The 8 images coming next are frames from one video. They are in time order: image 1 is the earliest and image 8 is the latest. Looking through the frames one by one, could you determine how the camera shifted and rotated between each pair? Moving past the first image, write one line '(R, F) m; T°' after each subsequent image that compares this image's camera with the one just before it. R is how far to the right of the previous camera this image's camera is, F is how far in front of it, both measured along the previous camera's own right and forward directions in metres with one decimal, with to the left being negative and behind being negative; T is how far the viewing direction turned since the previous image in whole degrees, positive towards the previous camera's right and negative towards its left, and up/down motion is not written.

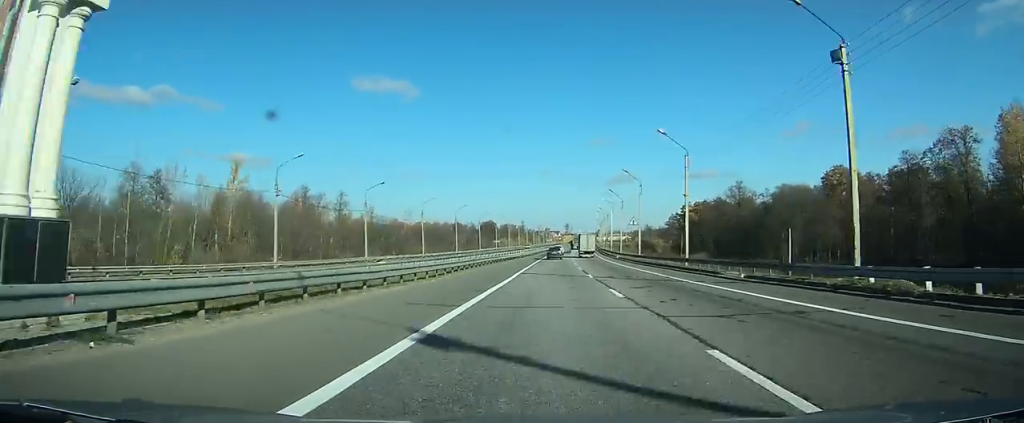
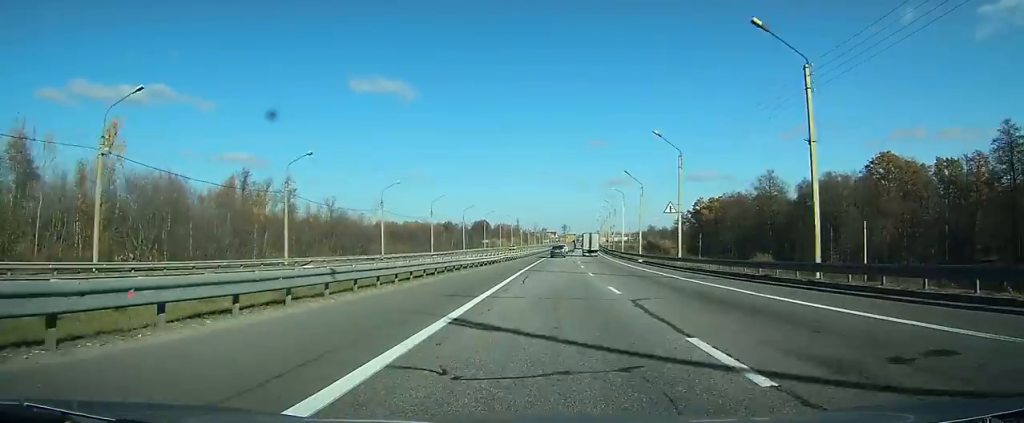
(+0.1, +22.8) m; 0°
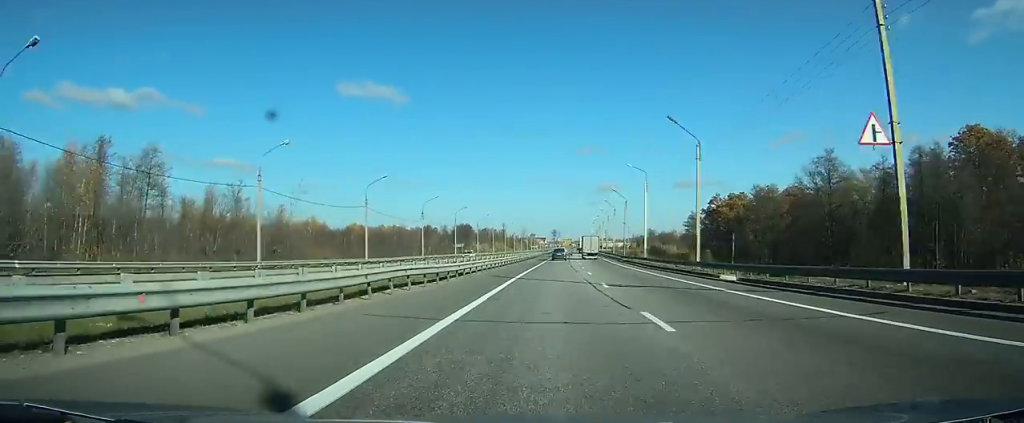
(+0.1, +31.0) m; +1°
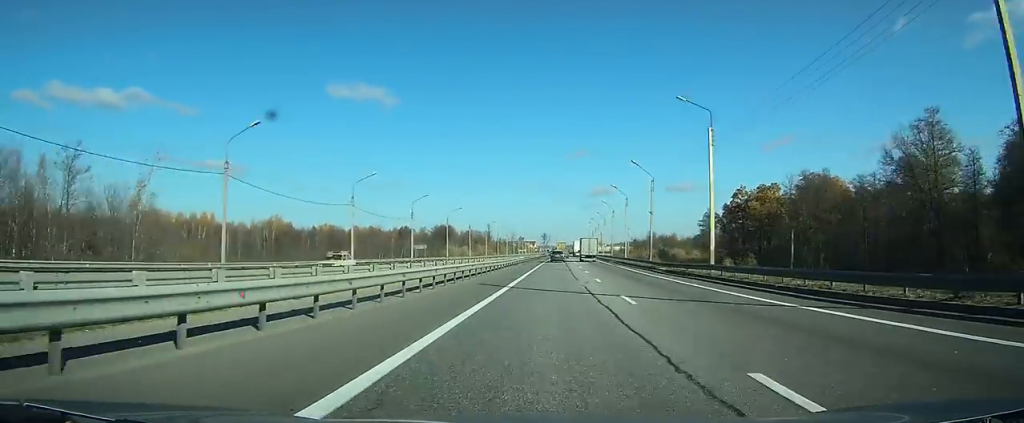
(+0.3, +29.2) m; +1°
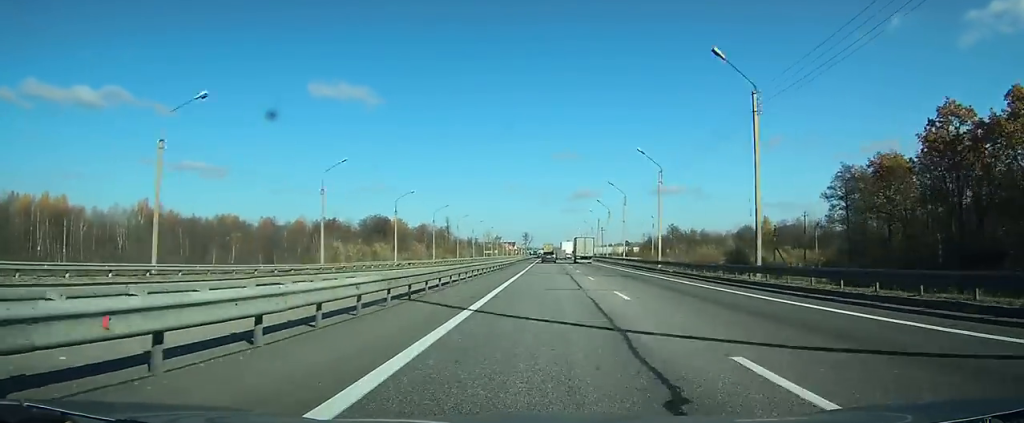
(+1.1, +82.9) m; +1°
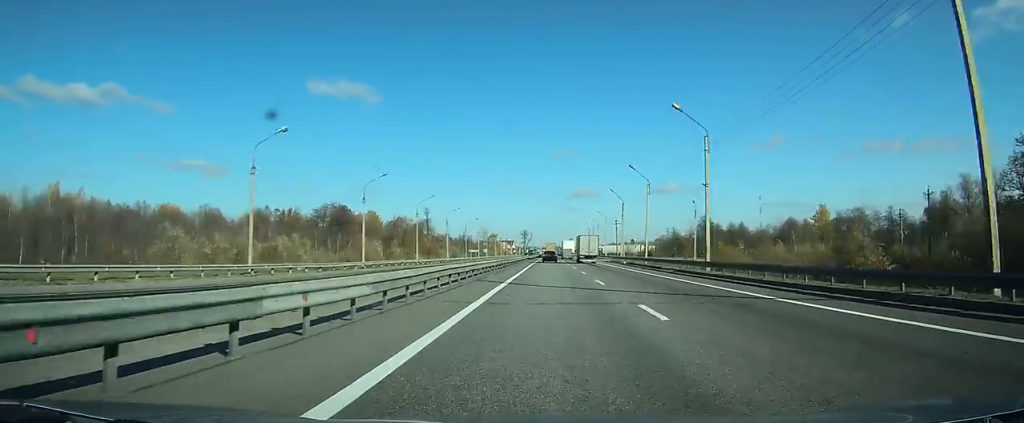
(+0.1, +41.8) m; 0°
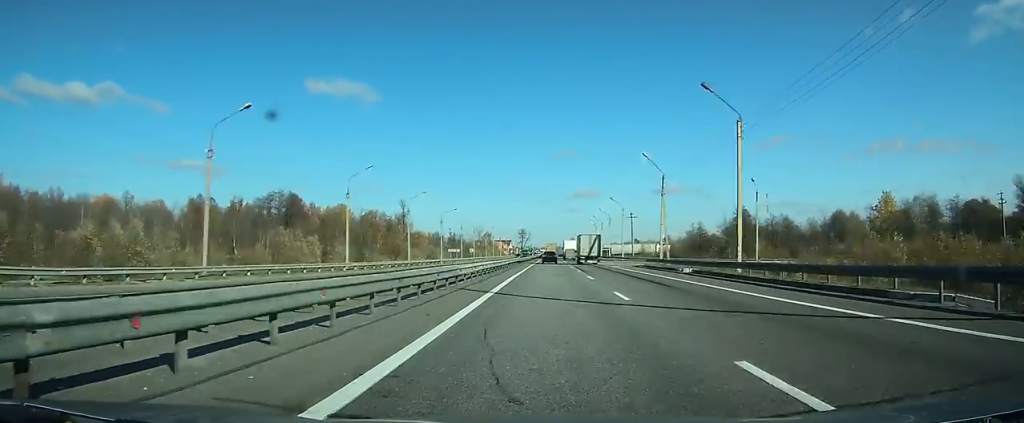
(0.0, +31.4) m; 0°
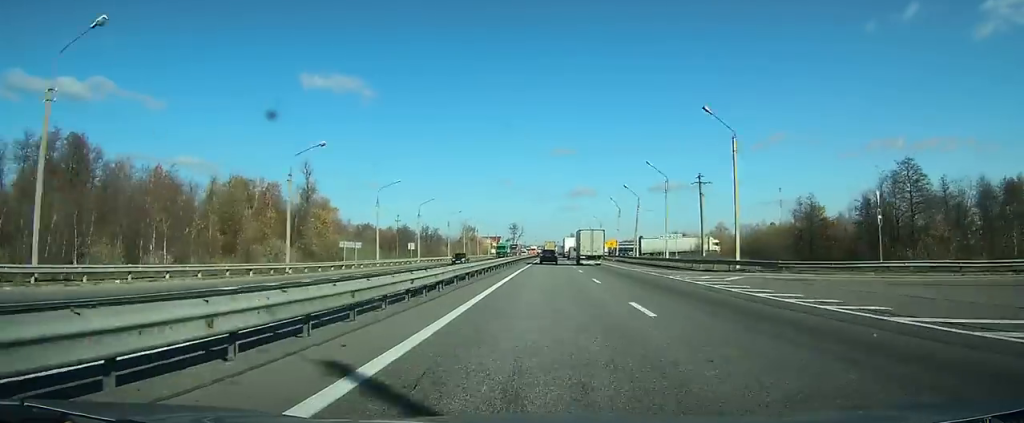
(+0.1, +60.4) m; 0°
